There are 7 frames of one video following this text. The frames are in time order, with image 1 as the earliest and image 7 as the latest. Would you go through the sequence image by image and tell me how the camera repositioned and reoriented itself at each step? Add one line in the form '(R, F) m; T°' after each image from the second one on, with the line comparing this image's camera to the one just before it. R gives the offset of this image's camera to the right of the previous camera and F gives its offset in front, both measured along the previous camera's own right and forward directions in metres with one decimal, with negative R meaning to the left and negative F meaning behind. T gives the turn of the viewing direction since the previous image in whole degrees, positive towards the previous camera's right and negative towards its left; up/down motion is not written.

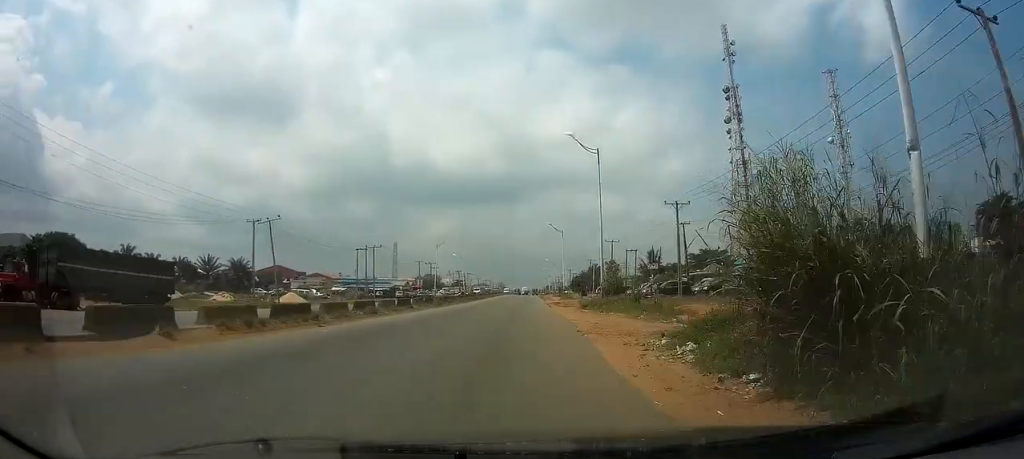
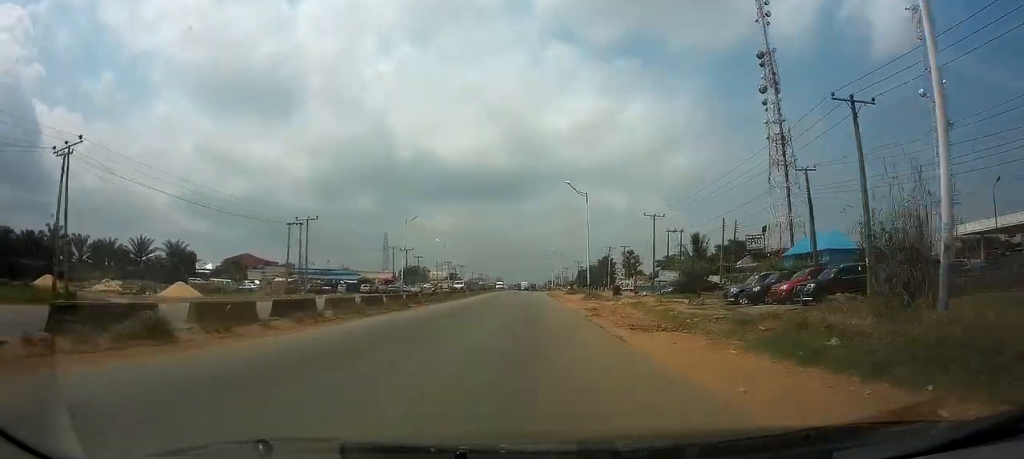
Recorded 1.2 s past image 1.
(-0.2, +30.4) m; 0°
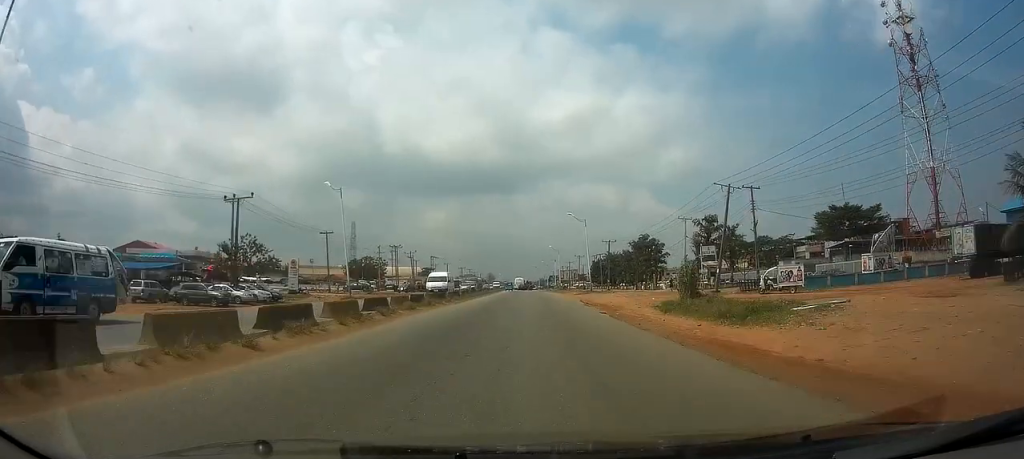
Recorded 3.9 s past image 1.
(+0.4, +68.7) m; +1°
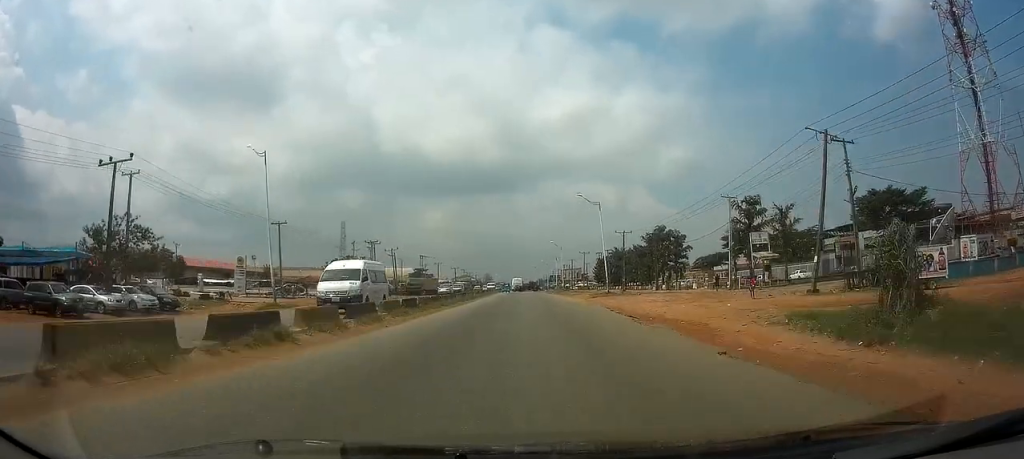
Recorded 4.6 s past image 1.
(+0.1, +15.9) m; 0°
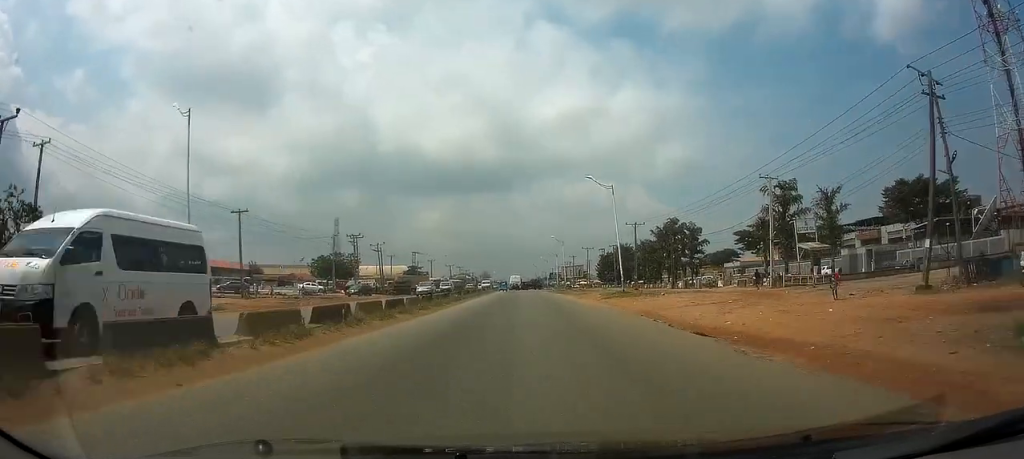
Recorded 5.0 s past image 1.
(+0.1, +10.1) m; 0°
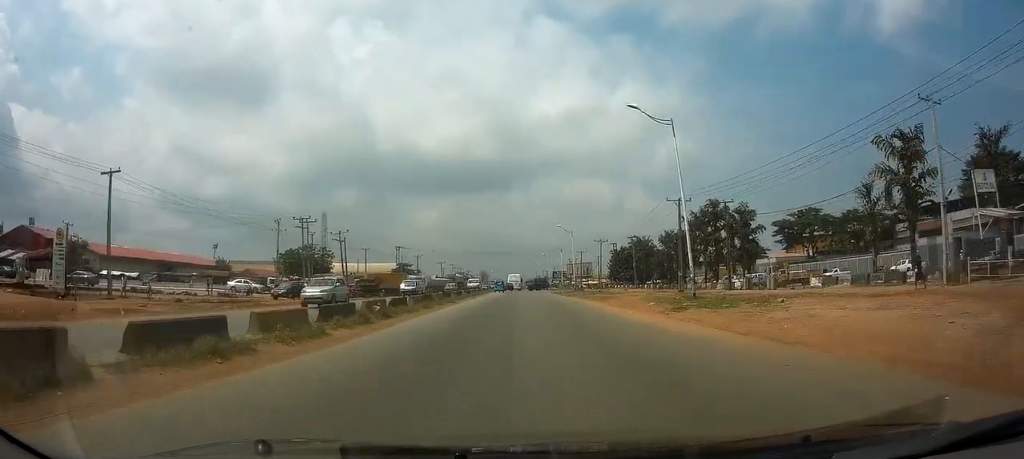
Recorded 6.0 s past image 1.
(0.0, +21.2) m; 0°
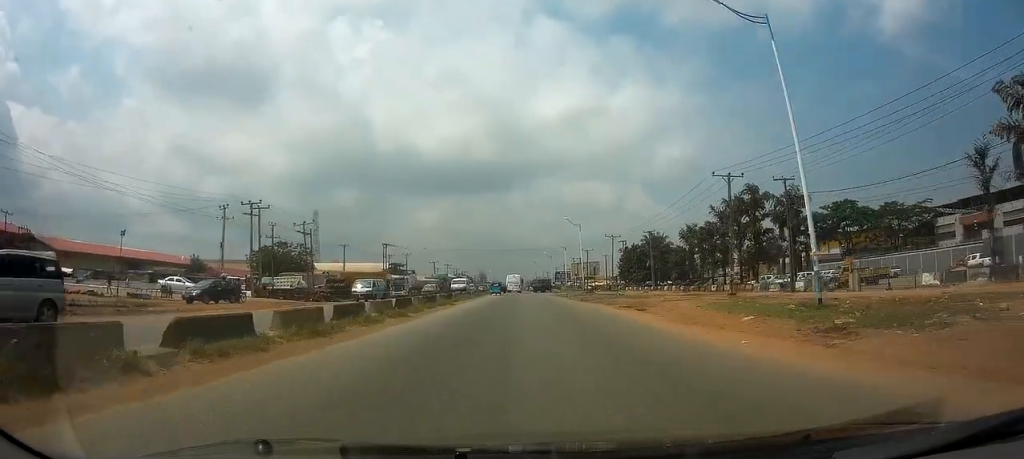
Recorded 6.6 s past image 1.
(0.0, +13.7) m; 0°
